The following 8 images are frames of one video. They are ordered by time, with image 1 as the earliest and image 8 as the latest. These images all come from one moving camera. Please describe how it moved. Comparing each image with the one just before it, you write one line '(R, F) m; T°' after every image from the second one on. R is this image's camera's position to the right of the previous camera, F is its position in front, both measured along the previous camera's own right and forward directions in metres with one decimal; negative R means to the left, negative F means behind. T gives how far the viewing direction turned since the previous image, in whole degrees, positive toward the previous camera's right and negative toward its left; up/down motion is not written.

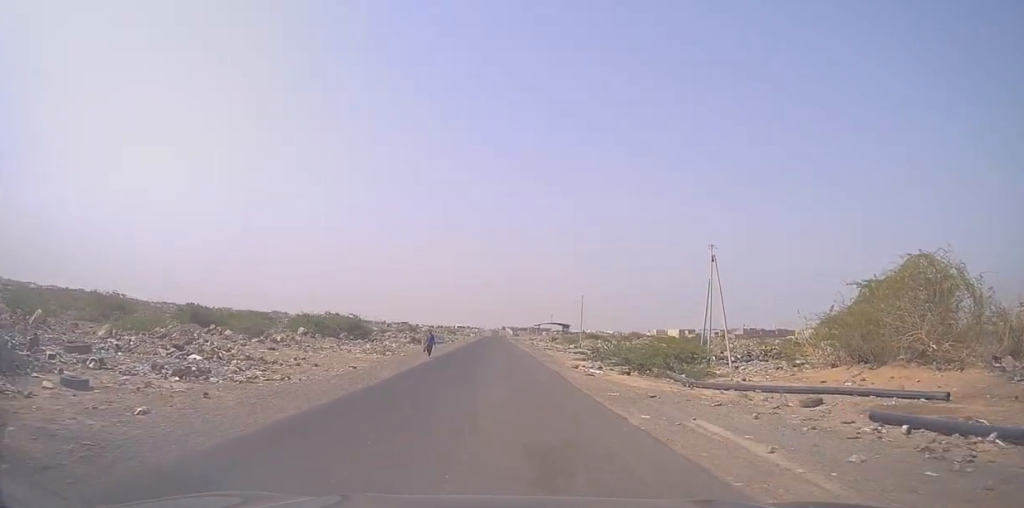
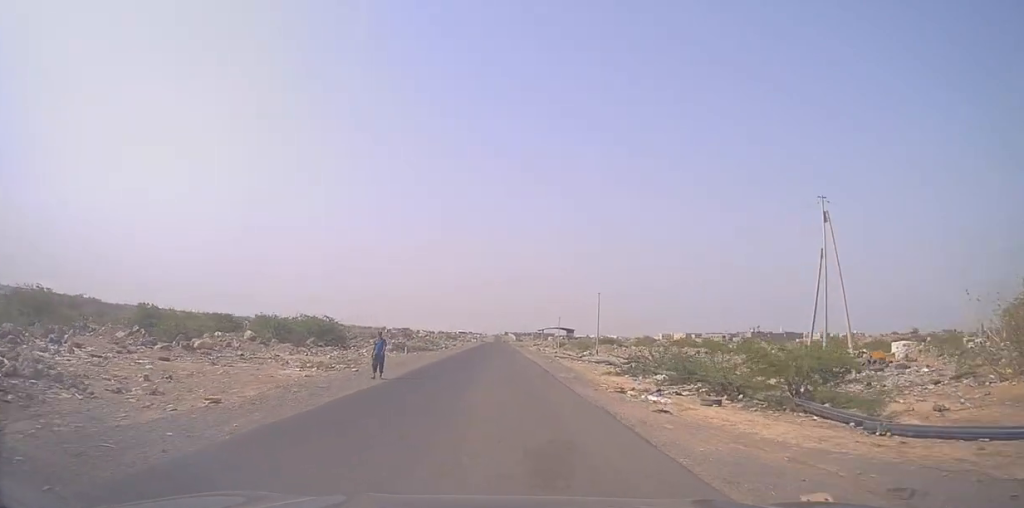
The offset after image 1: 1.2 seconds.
(-0.1, +12.4) m; +1°
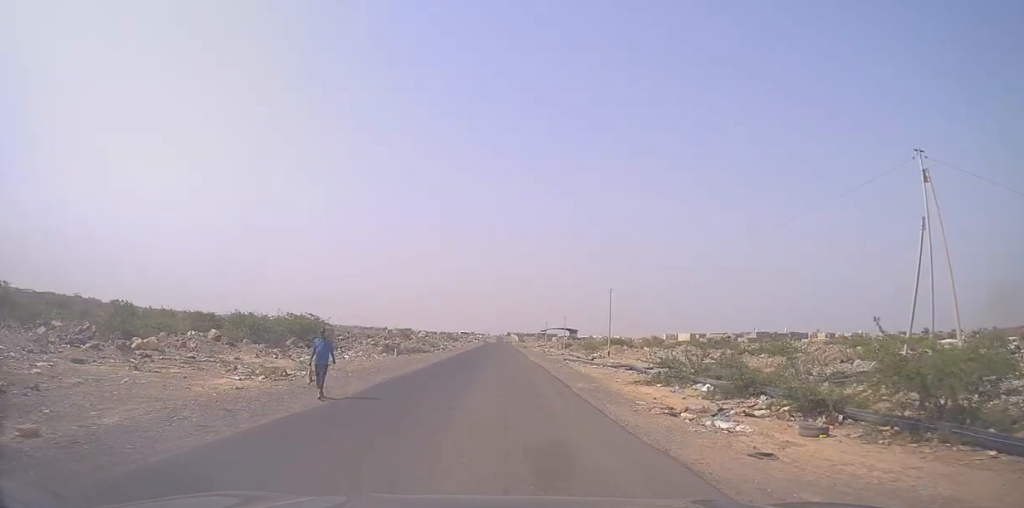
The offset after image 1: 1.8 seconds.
(-0.1, +5.9) m; +1°
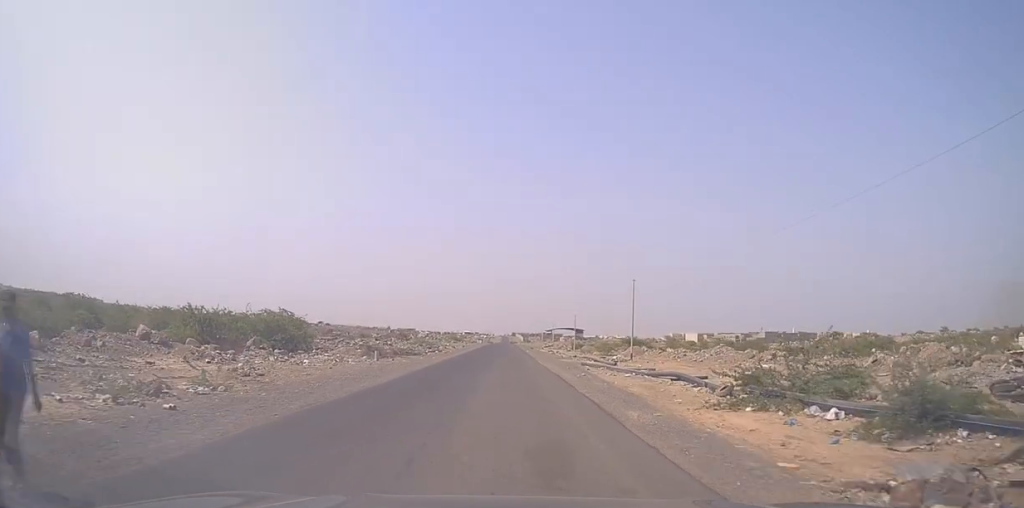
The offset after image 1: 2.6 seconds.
(+0.3, +9.1) m; +2°
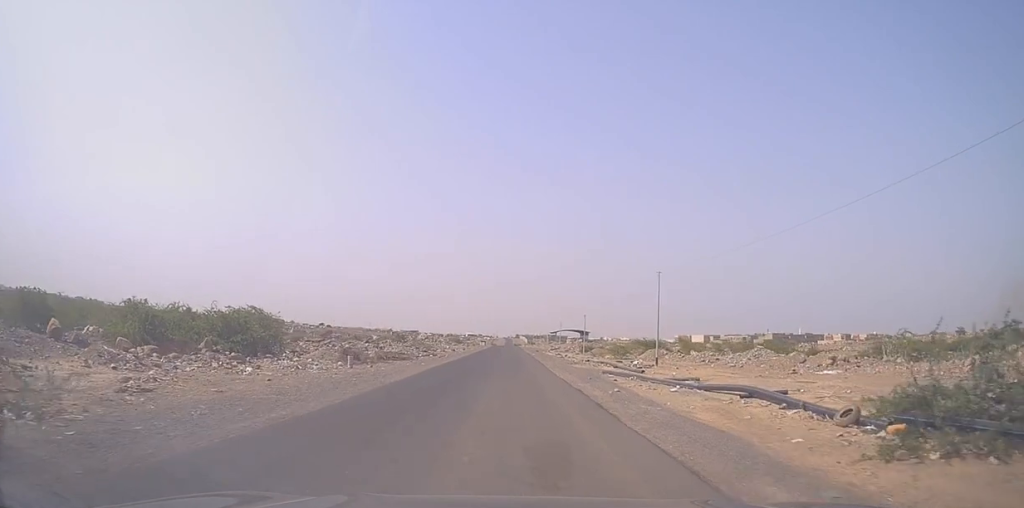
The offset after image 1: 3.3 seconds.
(0.0, +7.8) m; -1°
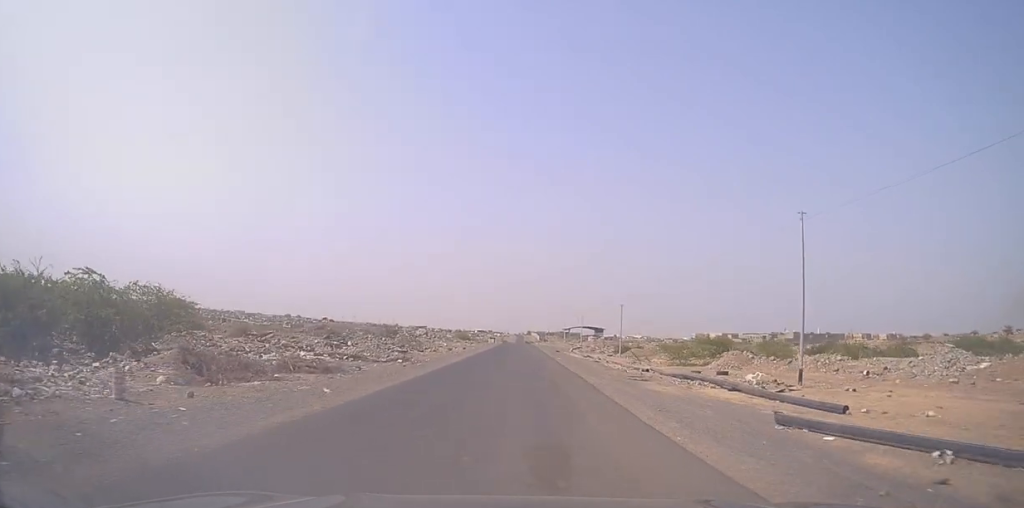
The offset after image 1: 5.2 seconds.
(-0.7, +21.6) m; -4°
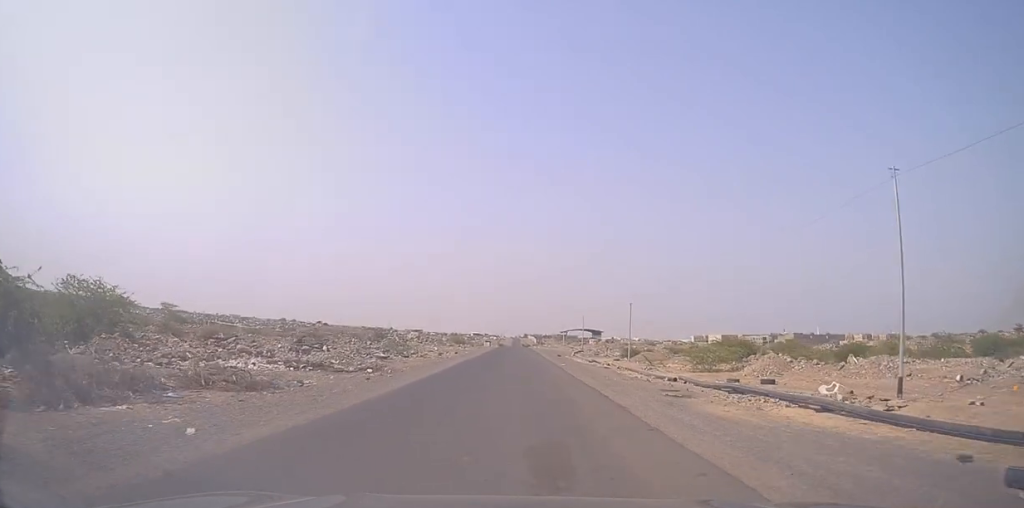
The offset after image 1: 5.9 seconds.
(0.0, +7.1) m; -1°
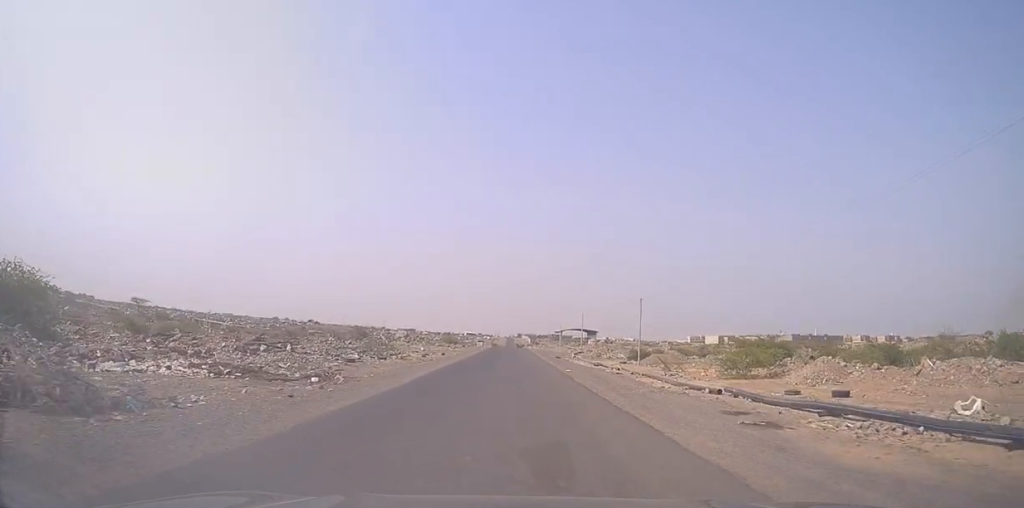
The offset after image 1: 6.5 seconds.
(-0.2, +7.6) m; +2°
